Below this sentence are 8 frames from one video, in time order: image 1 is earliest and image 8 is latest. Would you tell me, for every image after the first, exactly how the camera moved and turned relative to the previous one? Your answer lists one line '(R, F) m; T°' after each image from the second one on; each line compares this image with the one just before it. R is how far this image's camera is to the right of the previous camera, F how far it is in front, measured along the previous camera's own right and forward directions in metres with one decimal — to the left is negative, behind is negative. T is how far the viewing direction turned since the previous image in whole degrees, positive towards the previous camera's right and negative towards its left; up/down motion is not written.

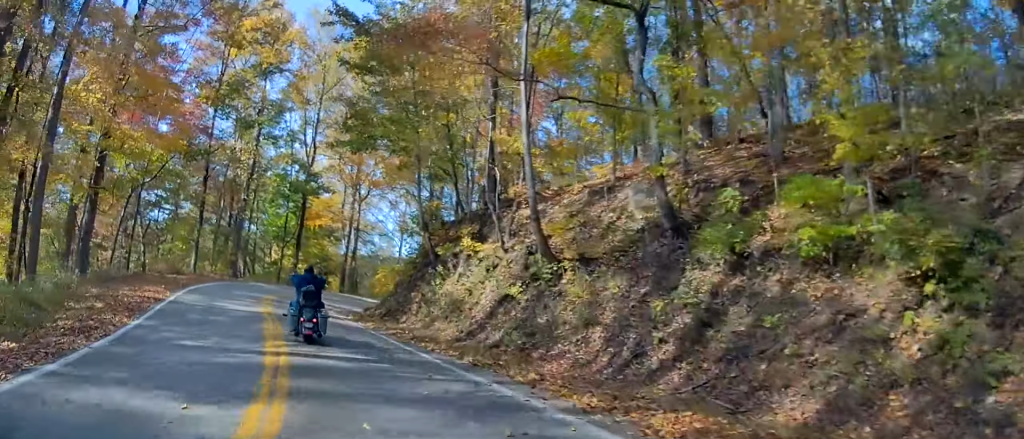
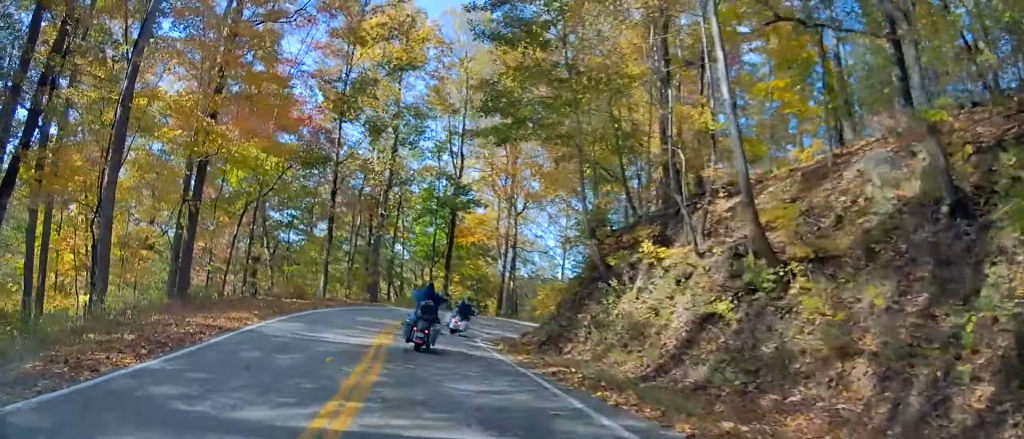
(-0.9, +4.7) m; -9°
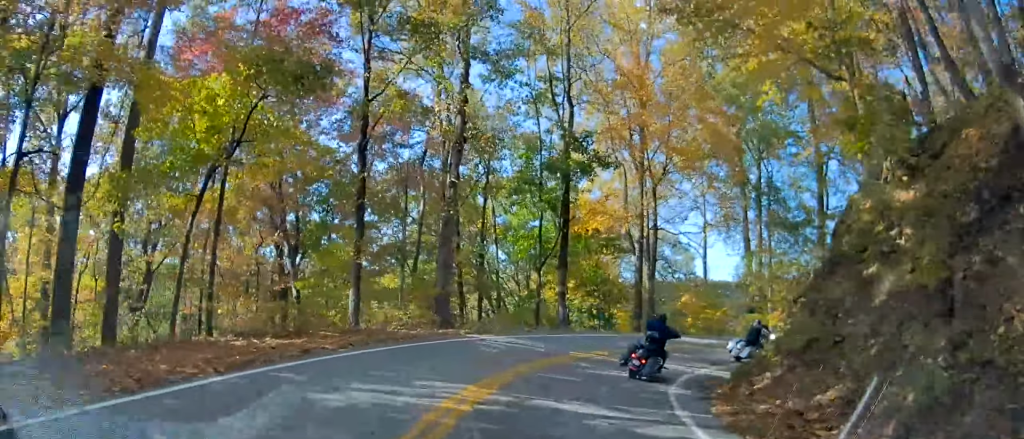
(-2.0, +13.0) m; -10°
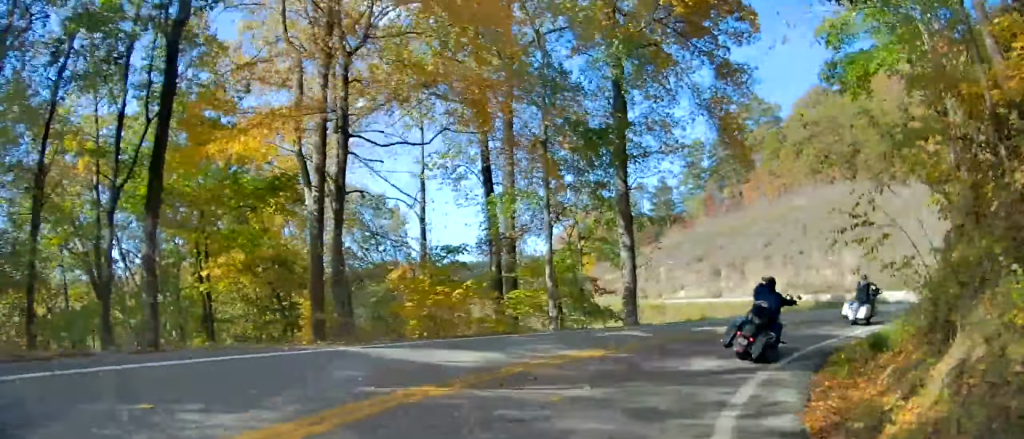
(+1.8, +15.2) m; +20°
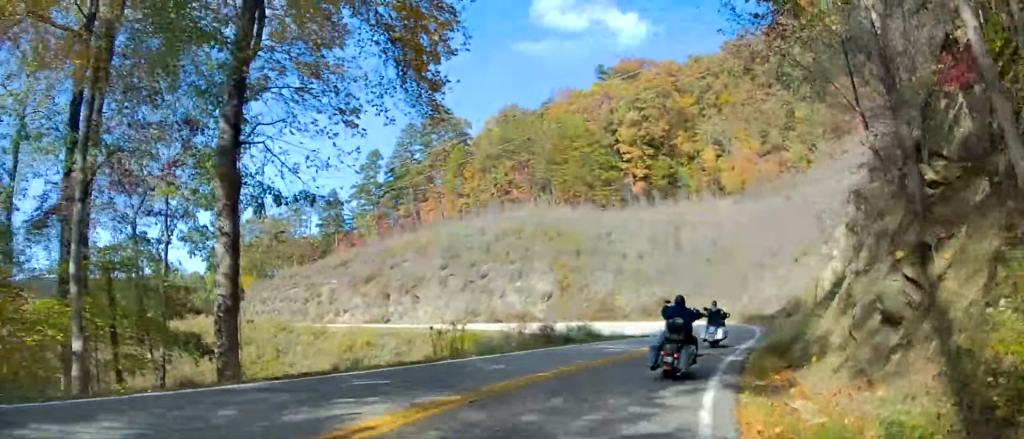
(+1.9, +10.7) m; +18°
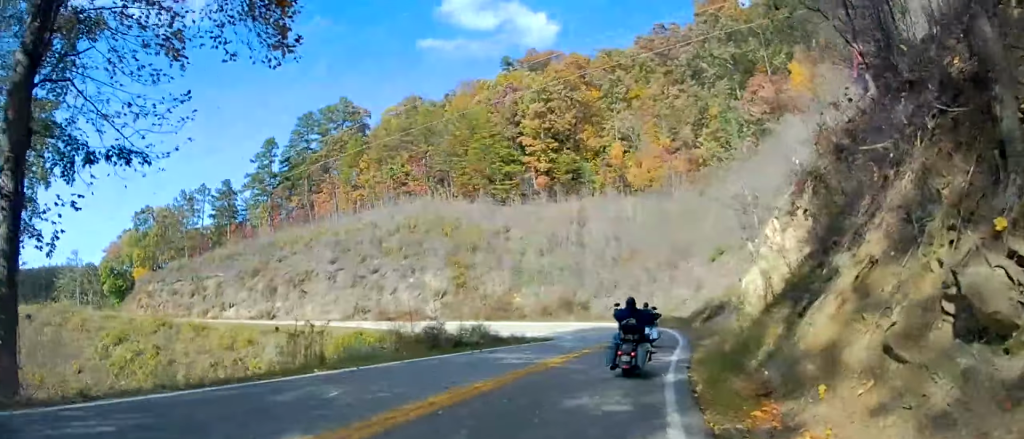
(+0.2, +4.9) m; +7°
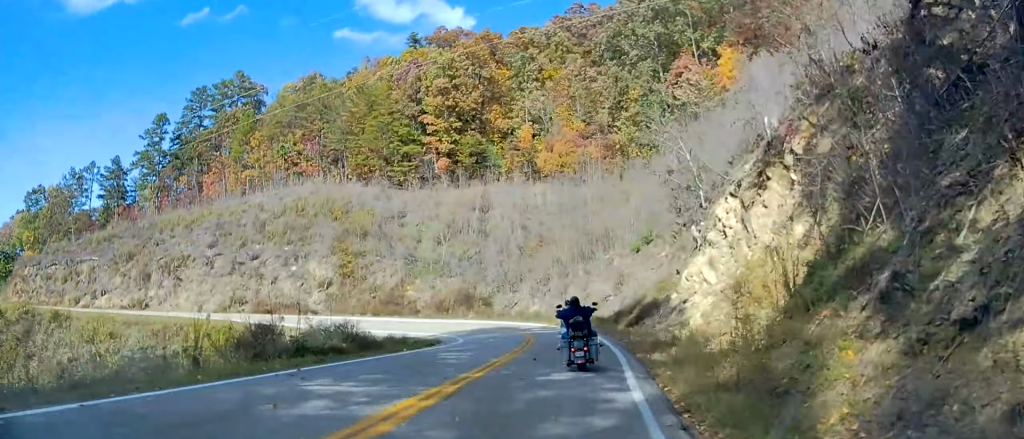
(+0.7, +8.6) m; +8°
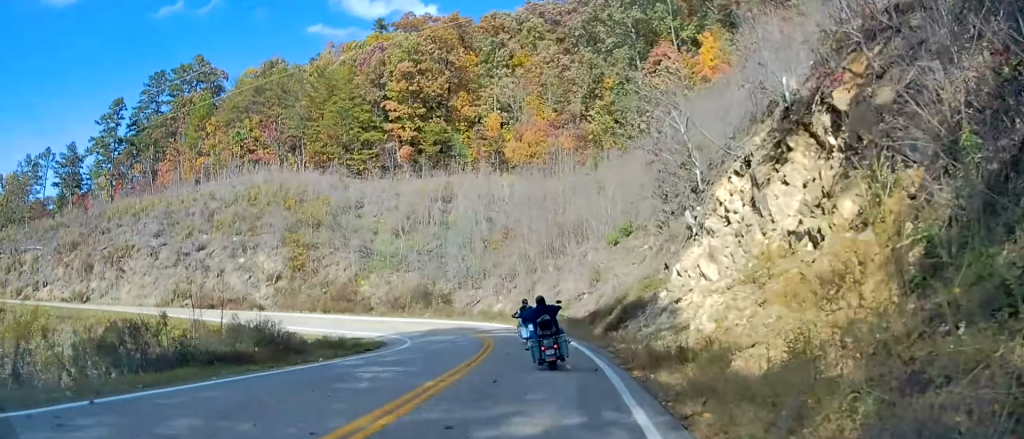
(+0.1, +5.1) m; +4°
